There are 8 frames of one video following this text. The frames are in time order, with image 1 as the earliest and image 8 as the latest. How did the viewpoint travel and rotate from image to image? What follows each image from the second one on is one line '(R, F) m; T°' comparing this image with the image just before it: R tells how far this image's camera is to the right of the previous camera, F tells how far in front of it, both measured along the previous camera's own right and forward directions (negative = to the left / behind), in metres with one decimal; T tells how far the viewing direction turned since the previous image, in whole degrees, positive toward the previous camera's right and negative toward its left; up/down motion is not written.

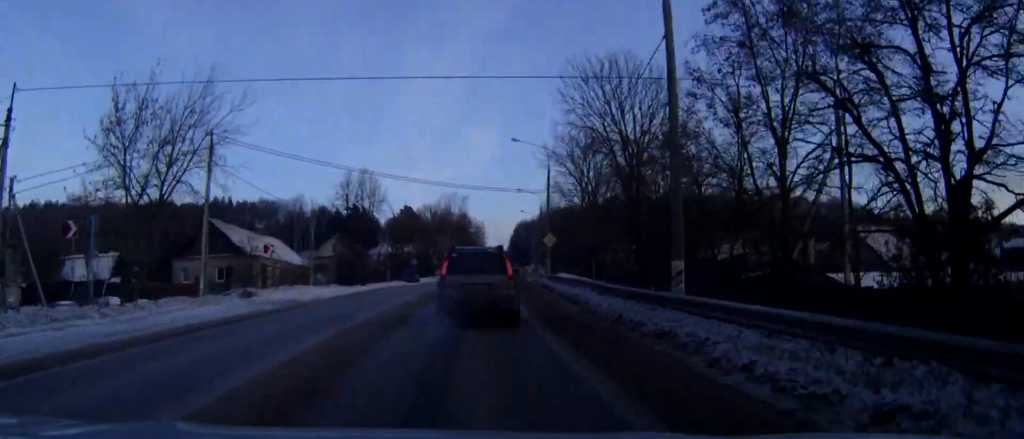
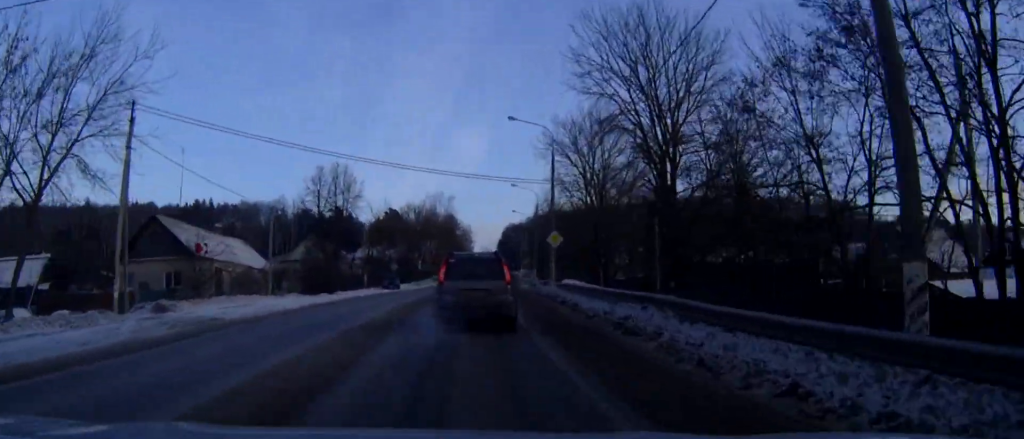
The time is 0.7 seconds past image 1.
(+0.1, +9.4) m; +1°
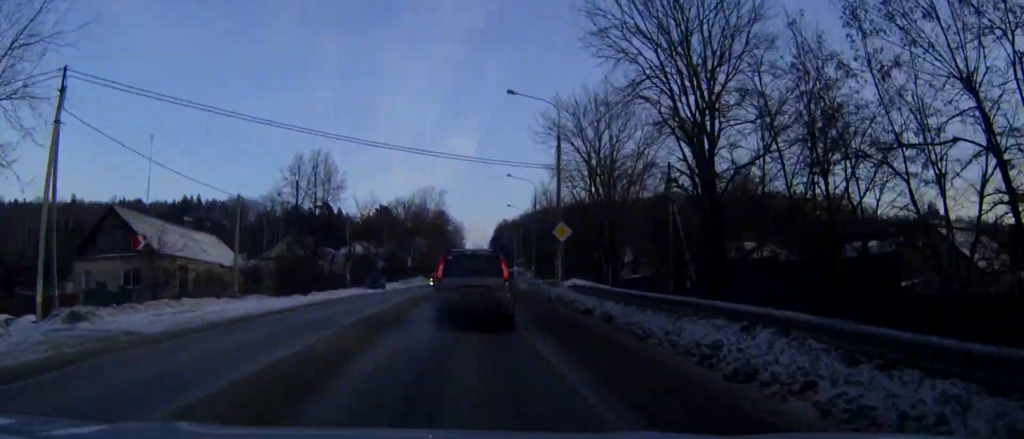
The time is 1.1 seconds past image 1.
(+0.1, +6.1) m; +1°
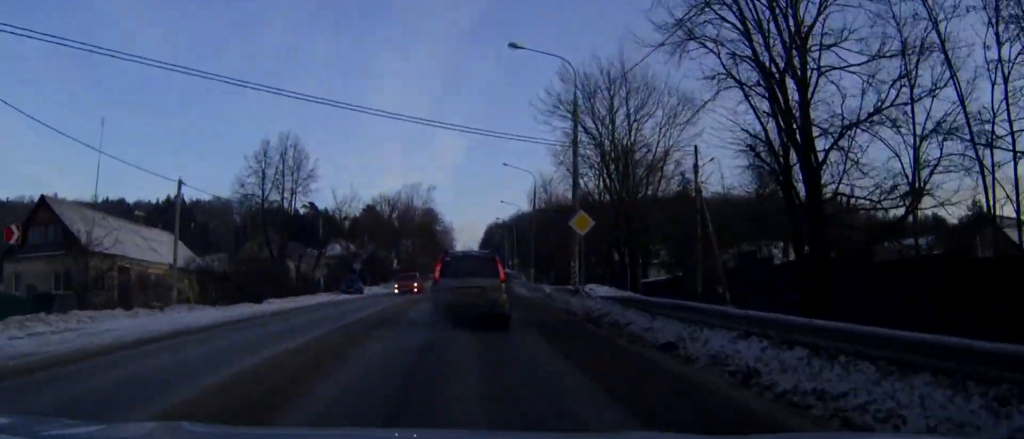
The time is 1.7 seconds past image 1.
(+0.1, +8.5) m; +1°
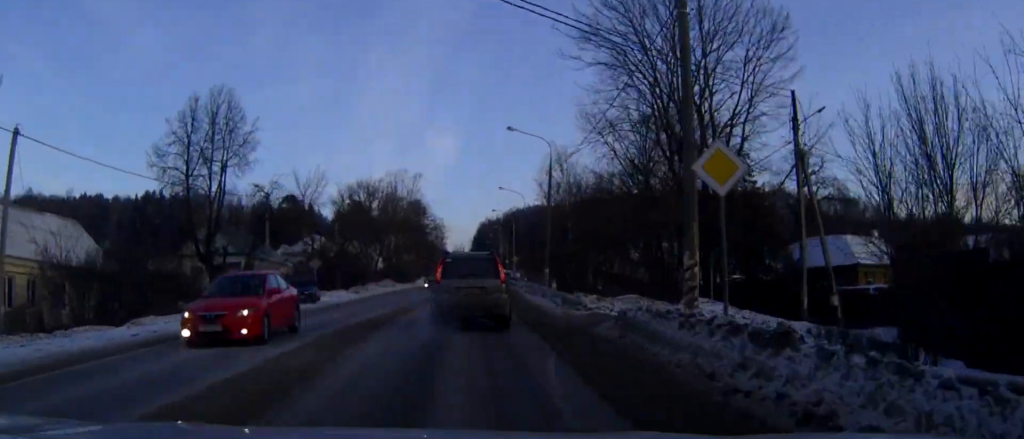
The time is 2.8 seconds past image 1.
(+0.1, +15.2) m; 0°
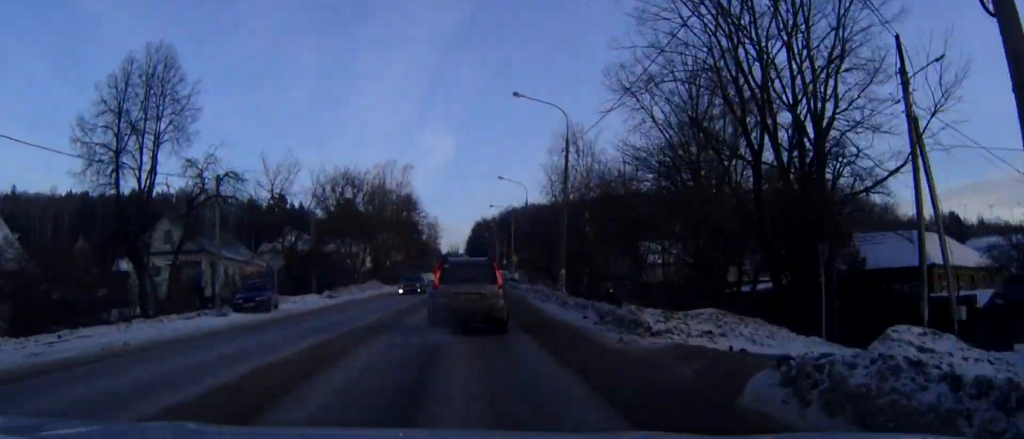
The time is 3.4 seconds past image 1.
(0.0, +9.1) m; 0°
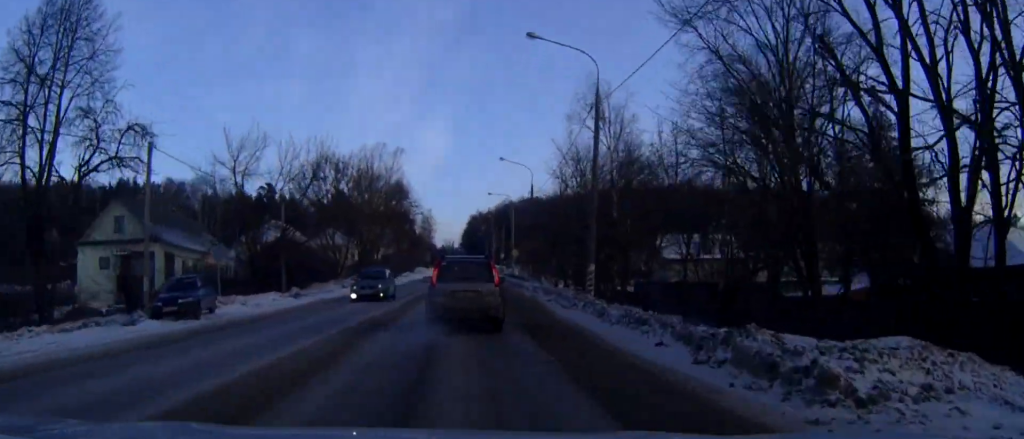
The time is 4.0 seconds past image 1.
(+0.1, +8.7) m; 0°
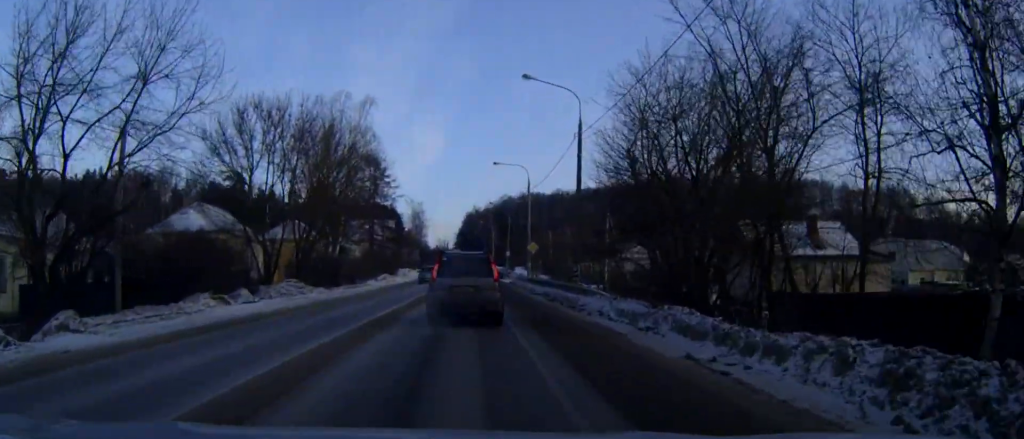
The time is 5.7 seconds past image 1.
(+0.1, +25.5) m; 0°
